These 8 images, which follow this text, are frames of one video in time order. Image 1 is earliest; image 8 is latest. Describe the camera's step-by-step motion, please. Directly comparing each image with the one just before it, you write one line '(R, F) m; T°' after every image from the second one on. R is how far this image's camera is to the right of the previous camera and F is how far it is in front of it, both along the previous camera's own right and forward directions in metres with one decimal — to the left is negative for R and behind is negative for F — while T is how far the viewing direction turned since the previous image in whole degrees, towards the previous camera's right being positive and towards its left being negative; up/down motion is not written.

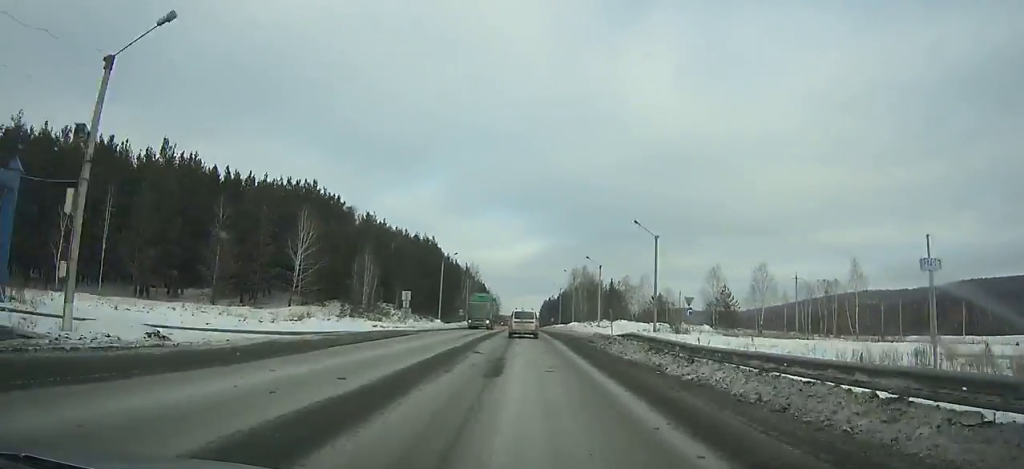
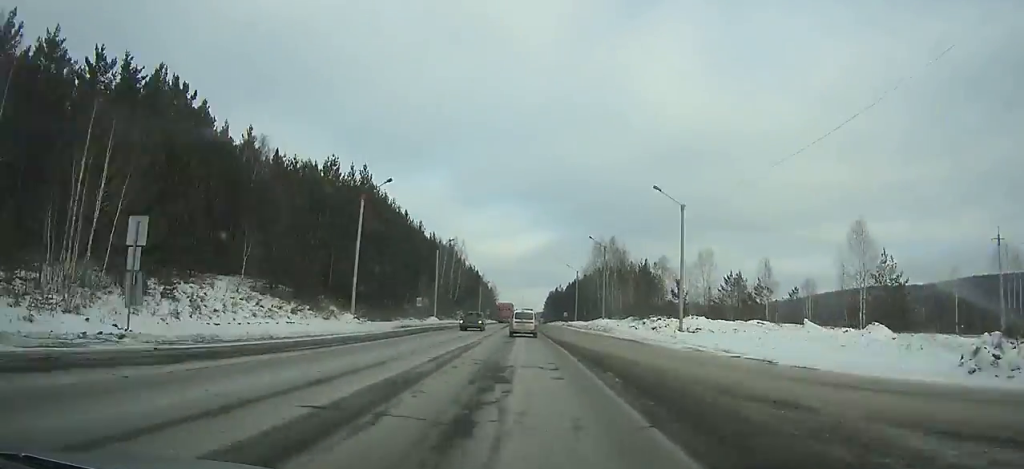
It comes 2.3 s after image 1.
(-0.1, +44.0) m; 0°
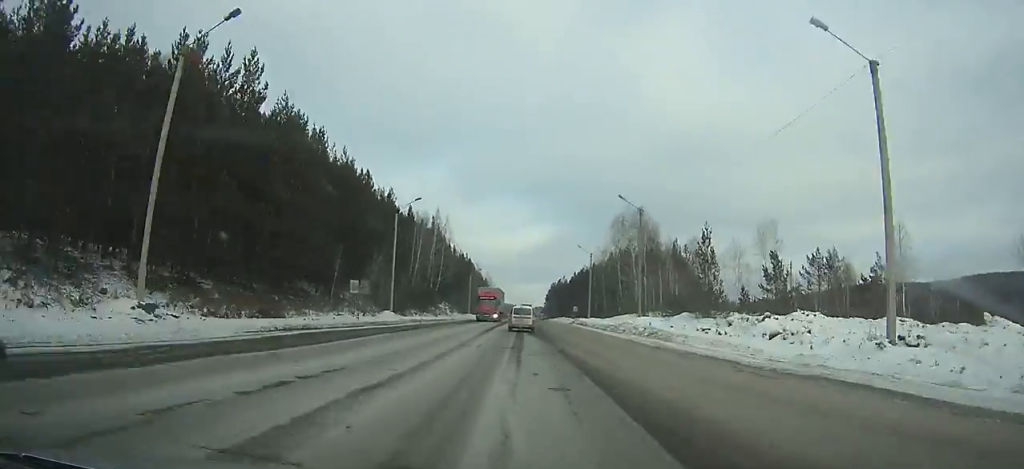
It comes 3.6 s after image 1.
(0.0, +25.2) m; 0°
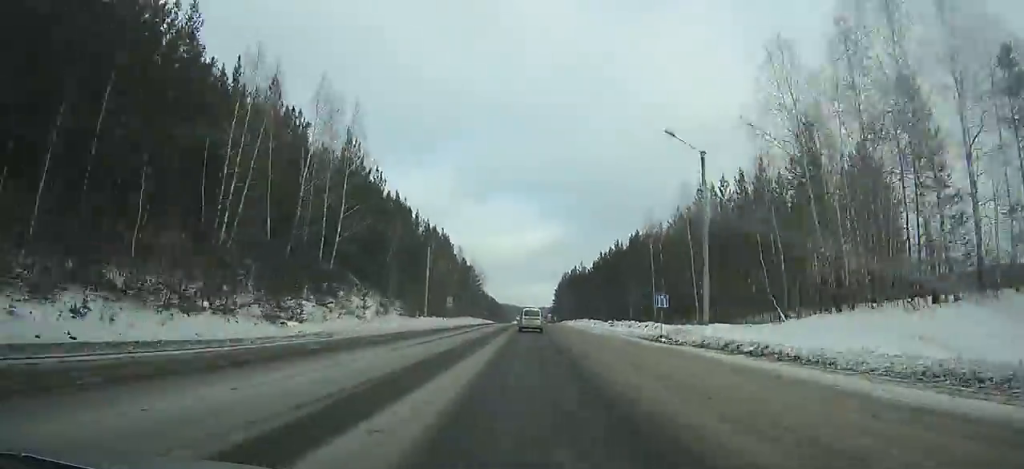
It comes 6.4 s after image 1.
(-0.3, +54.3) m; 0°
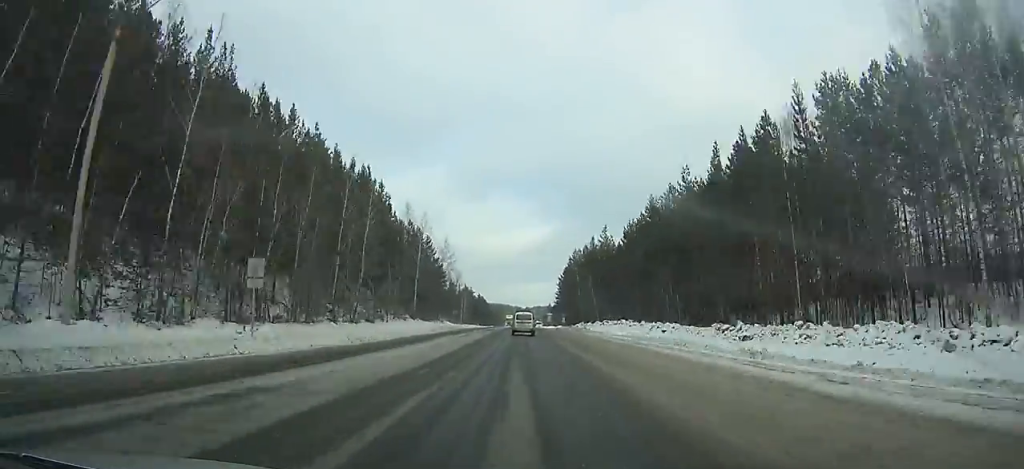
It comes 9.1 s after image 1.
(+0.1, +51.4) m; 0°
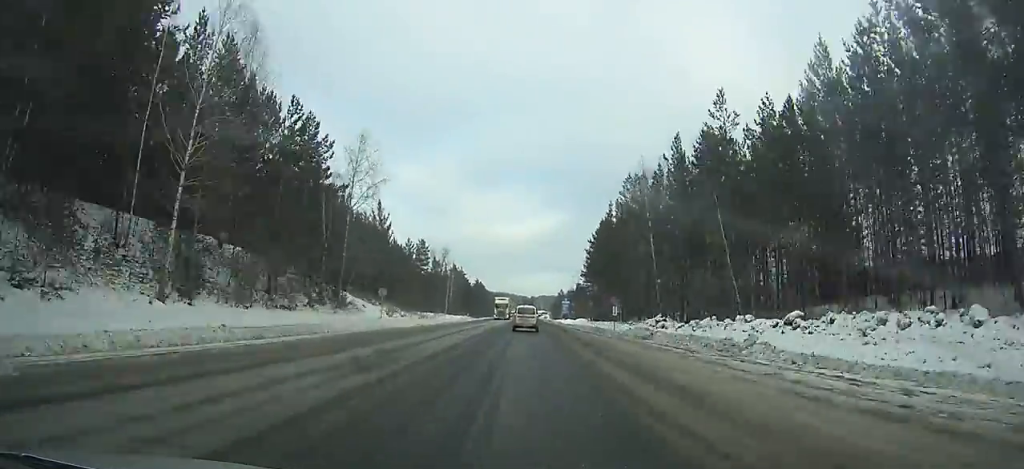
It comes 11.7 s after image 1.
(+0.1, +47.5) m; 0°
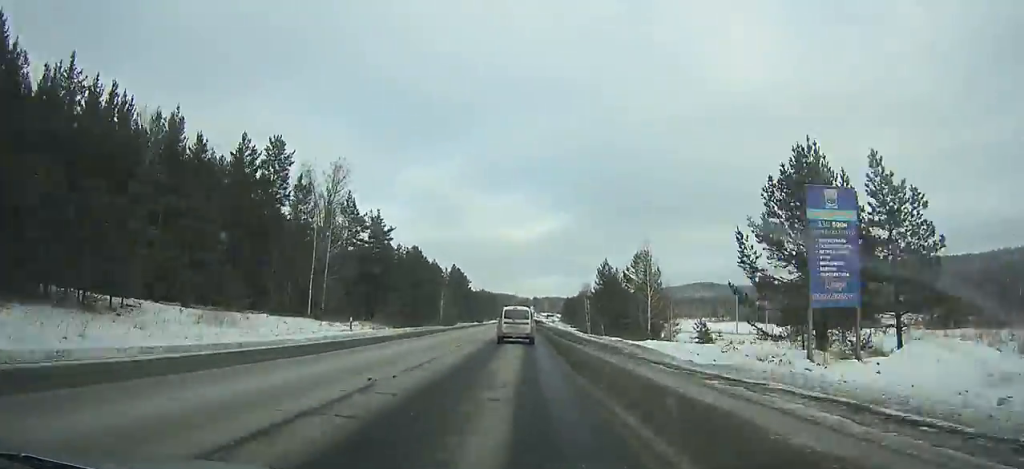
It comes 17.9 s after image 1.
(-0.3, +102.4) m; 0°
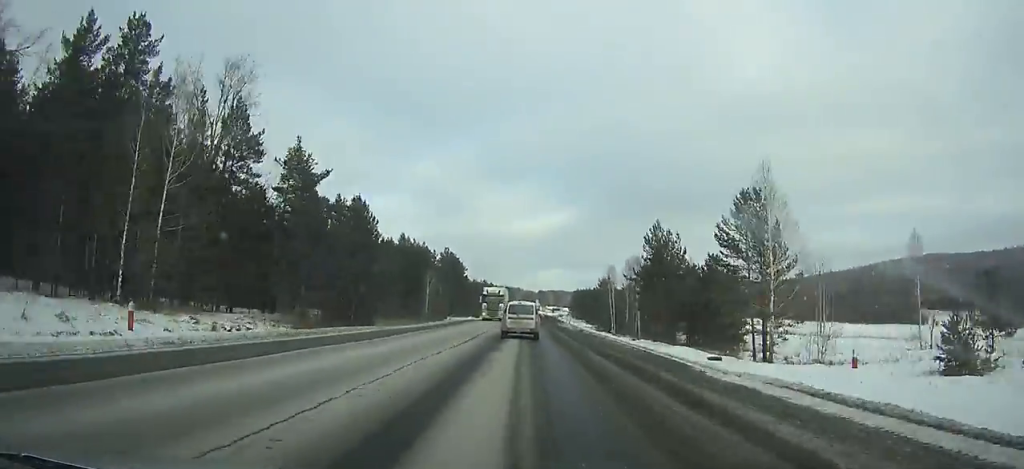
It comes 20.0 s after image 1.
(0.0, +32.4) m; 0°
